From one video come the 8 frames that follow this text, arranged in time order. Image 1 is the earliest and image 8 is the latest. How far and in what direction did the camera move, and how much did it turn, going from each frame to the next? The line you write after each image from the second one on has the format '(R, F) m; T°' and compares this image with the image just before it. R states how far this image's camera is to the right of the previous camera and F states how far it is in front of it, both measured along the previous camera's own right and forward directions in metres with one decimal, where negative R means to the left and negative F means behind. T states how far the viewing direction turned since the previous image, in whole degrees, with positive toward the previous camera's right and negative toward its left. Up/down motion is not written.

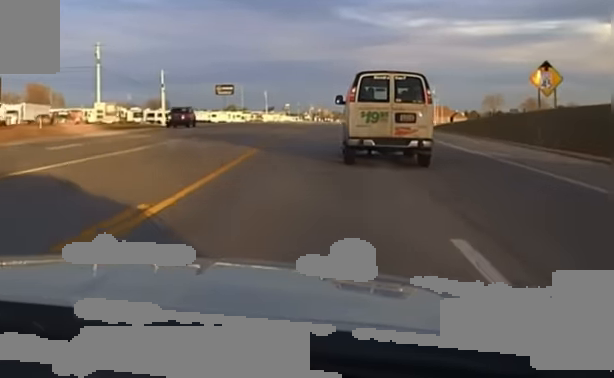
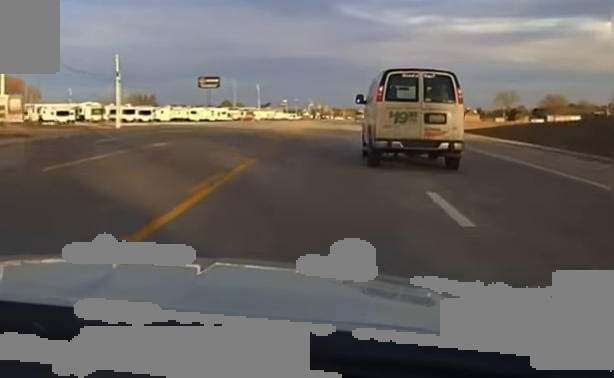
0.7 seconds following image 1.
(-0.1, +31.6) m; 0°
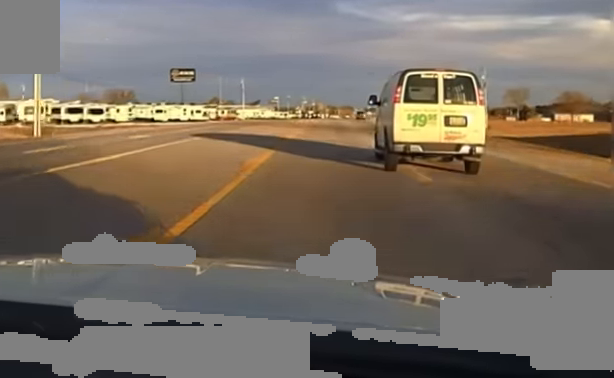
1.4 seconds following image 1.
(-0.3, +31.6) m; 0°
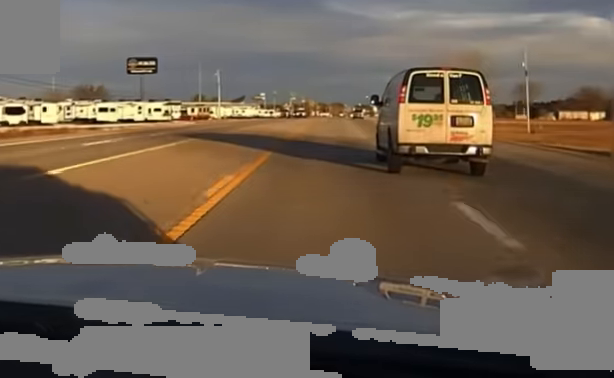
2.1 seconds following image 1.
(+0.3, +29.8) m; +1°
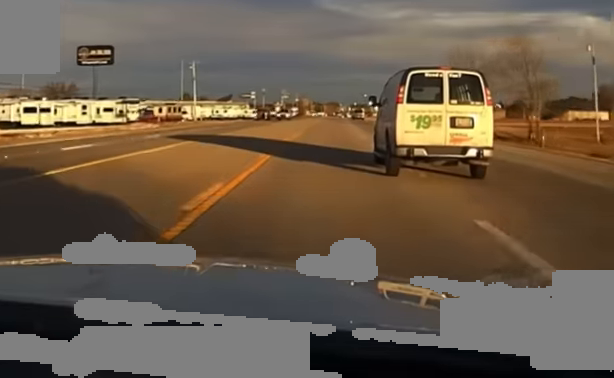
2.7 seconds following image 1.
(+0.2, +26.3) m; +1°
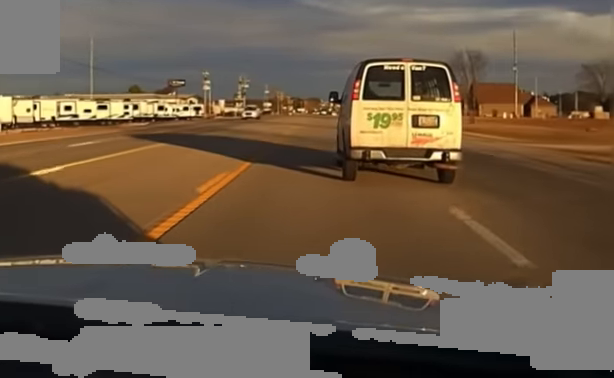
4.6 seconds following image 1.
(+1.0, +84.1) m; +1°
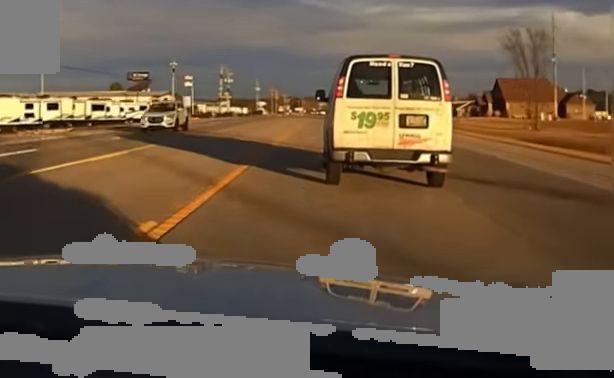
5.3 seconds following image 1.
(+0.3, +29.8) m; +1°
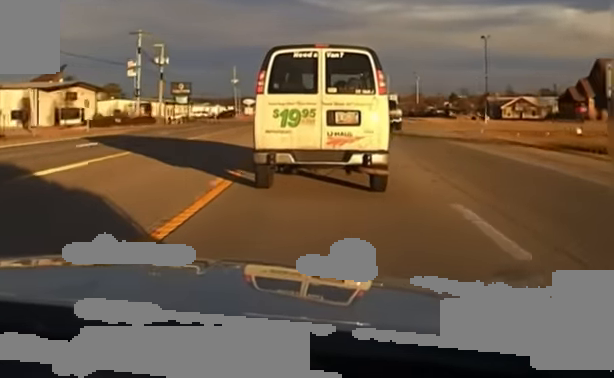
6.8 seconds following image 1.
(0.0, +66.6) m; 0°
